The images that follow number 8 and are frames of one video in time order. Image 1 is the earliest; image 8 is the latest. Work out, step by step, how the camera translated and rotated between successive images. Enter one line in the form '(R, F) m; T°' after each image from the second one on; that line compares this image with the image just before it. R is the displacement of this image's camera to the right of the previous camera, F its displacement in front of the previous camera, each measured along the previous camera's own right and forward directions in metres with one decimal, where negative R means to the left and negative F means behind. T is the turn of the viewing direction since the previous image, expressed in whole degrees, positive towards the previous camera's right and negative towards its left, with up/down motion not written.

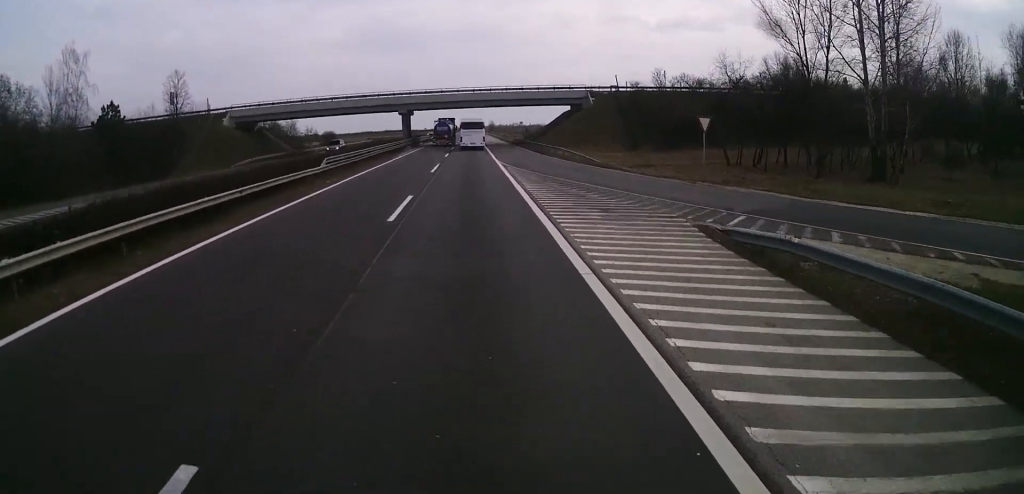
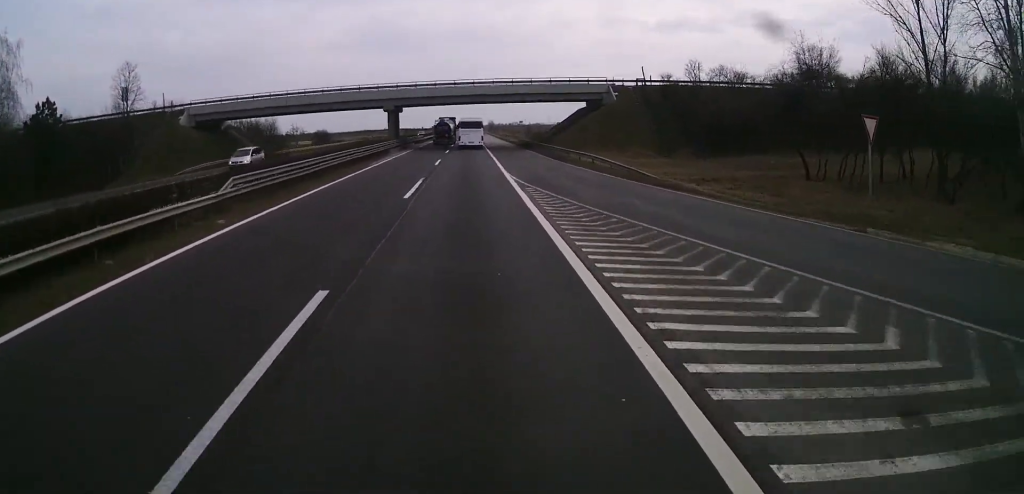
(-0.2, +13.1) m; -1°
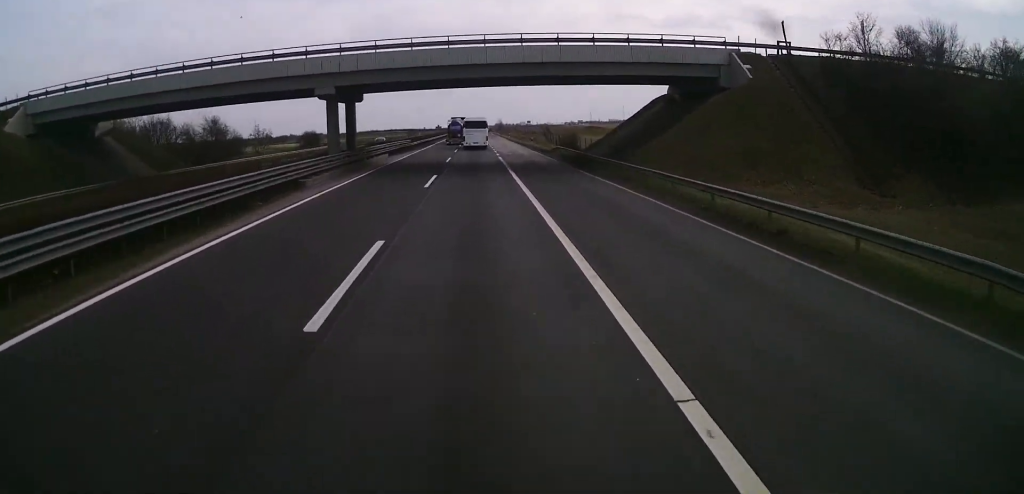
(-0.4, +31.6) m; -1°
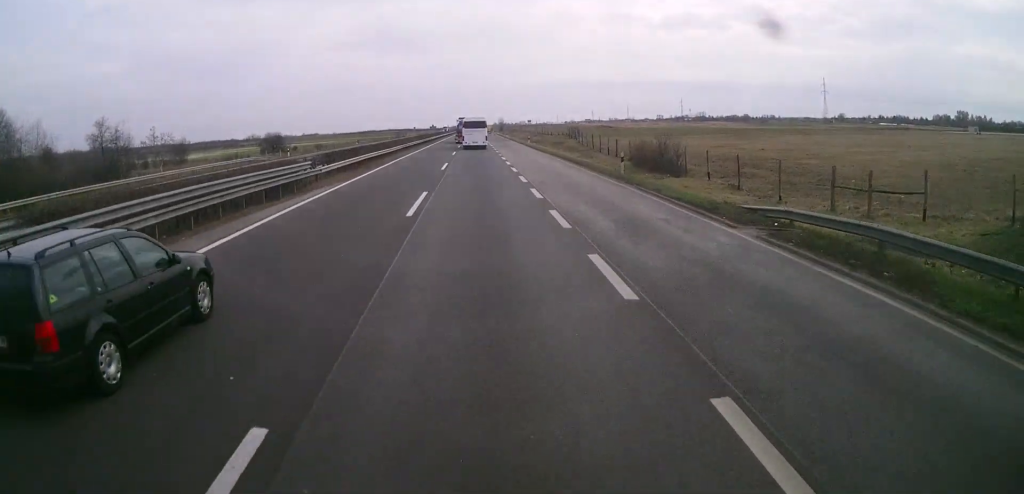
(+0.3, +44.6) m; 0°
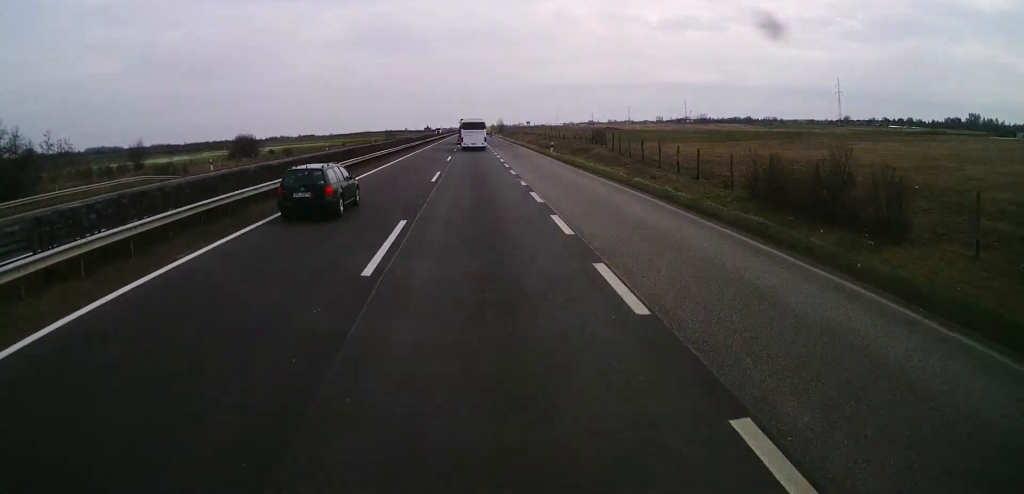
(-0.3, +24.6) m; +1°
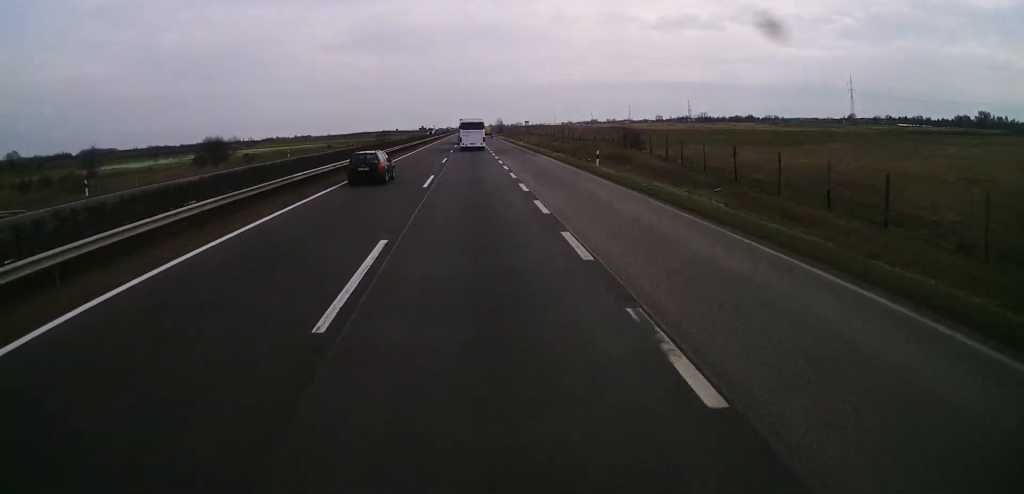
(+0.5, +20.7) m; +1°
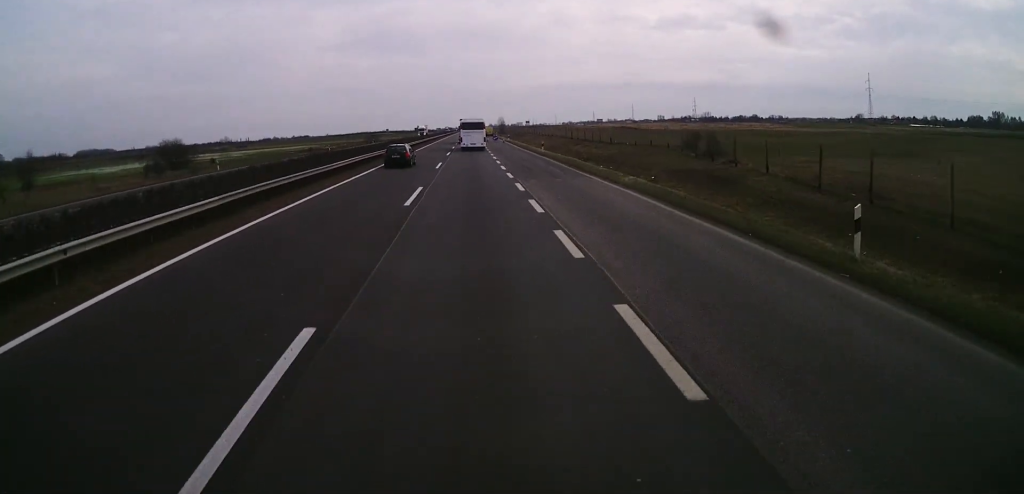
(-0.1, +23.9) m; 0°
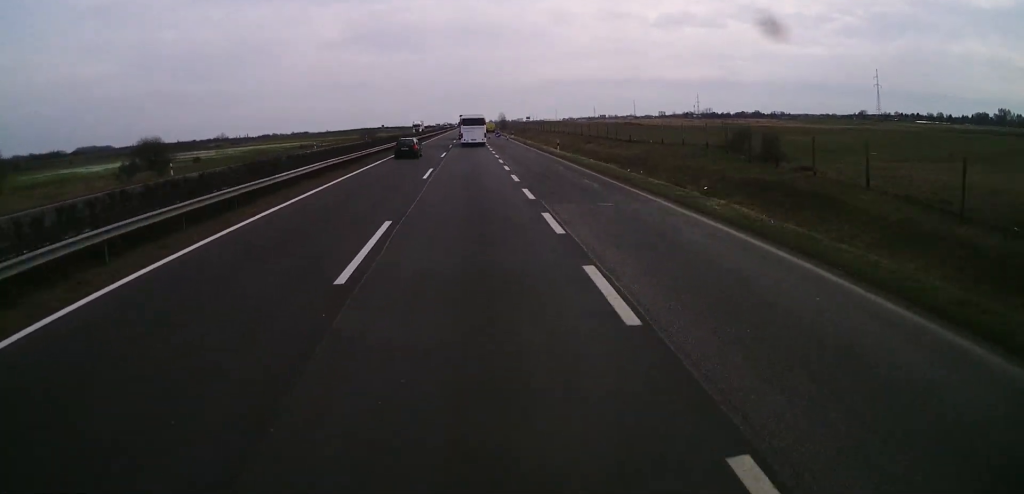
(0.0, +10.0) m; 0°
